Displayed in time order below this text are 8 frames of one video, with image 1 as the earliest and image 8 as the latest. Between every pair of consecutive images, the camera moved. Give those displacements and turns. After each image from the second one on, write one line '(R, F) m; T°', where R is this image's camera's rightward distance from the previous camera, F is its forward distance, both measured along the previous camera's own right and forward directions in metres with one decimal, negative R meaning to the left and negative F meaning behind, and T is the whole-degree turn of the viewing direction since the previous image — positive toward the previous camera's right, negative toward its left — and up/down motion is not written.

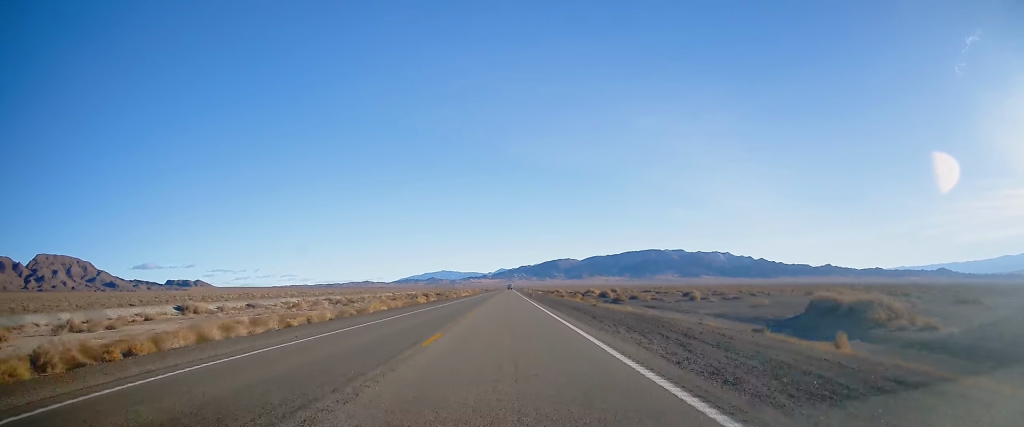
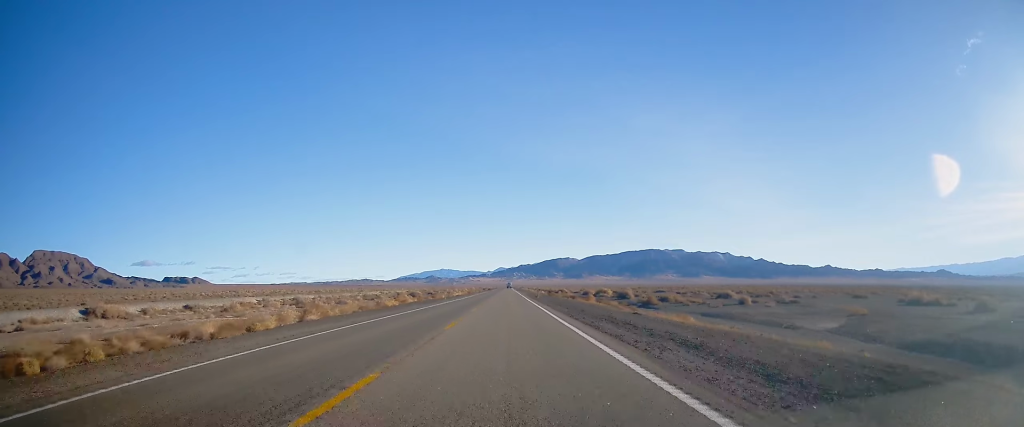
(-0.2, +19.6) m; 0°
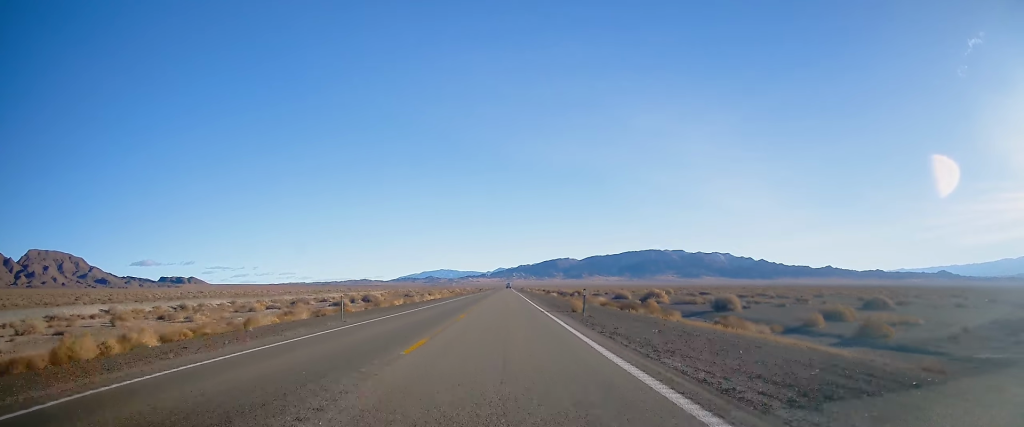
(-0.2, +42.7) m; 0°
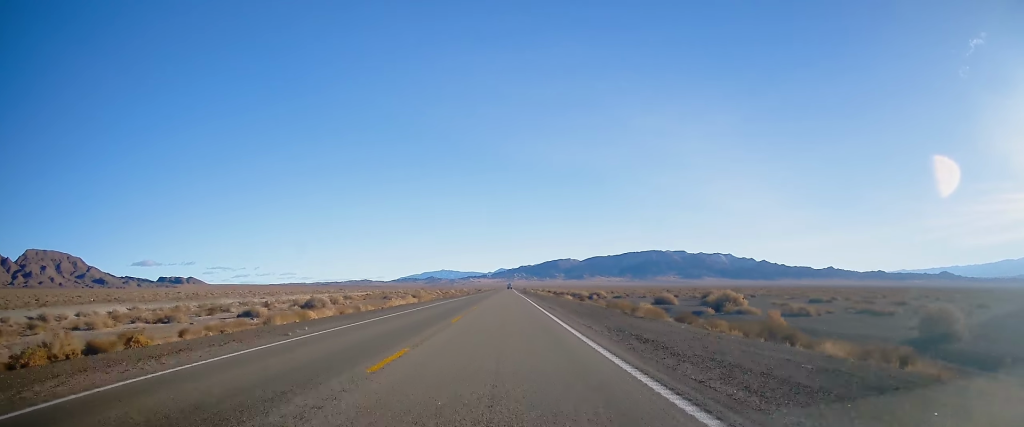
(+0.1, +26.7) m; 0°
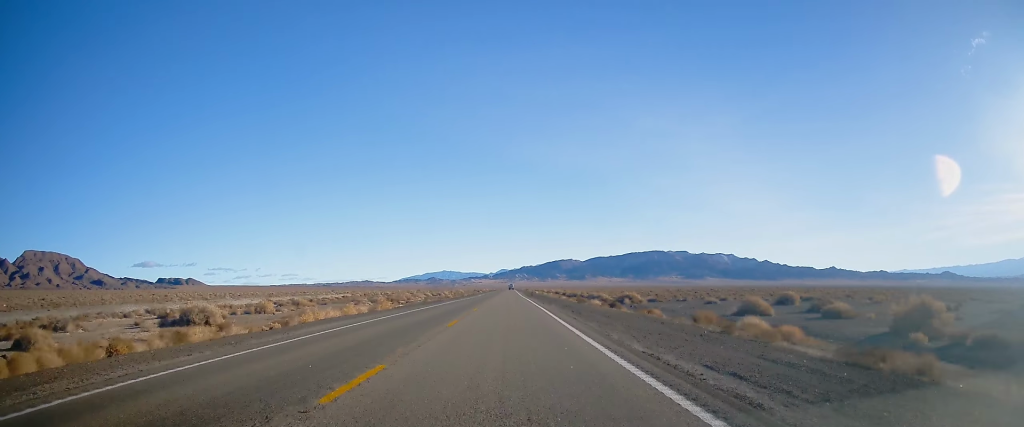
(+0.1, +26.6) m; 0°
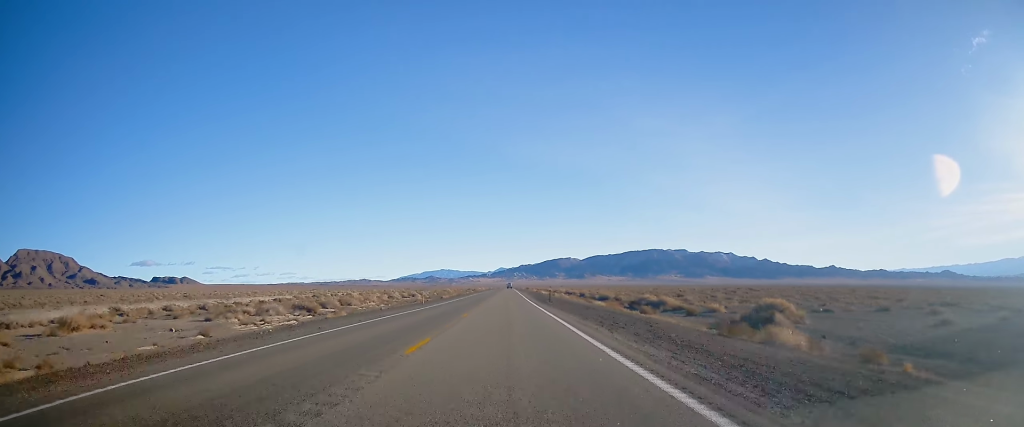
(-0.4, +44.0) m; -1°
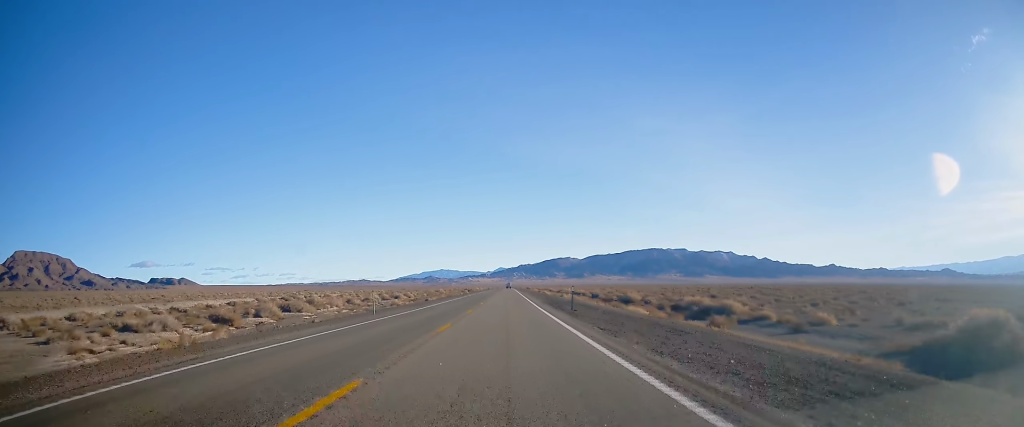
(-0.2, +18.6) m; 0°
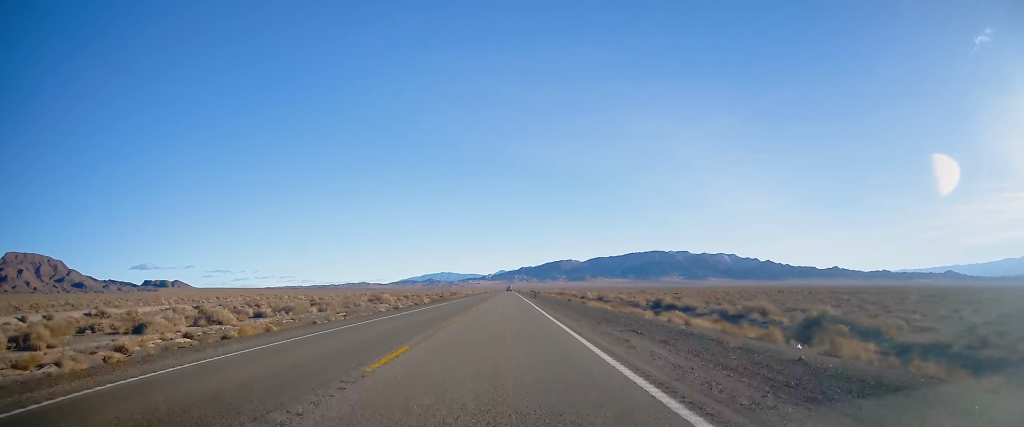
(+1.5, +81.4) m; +1°
